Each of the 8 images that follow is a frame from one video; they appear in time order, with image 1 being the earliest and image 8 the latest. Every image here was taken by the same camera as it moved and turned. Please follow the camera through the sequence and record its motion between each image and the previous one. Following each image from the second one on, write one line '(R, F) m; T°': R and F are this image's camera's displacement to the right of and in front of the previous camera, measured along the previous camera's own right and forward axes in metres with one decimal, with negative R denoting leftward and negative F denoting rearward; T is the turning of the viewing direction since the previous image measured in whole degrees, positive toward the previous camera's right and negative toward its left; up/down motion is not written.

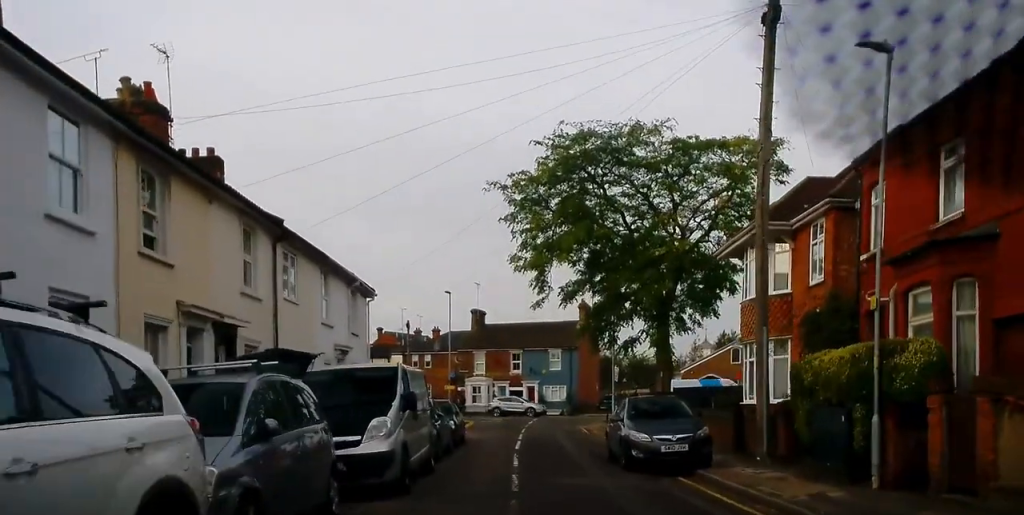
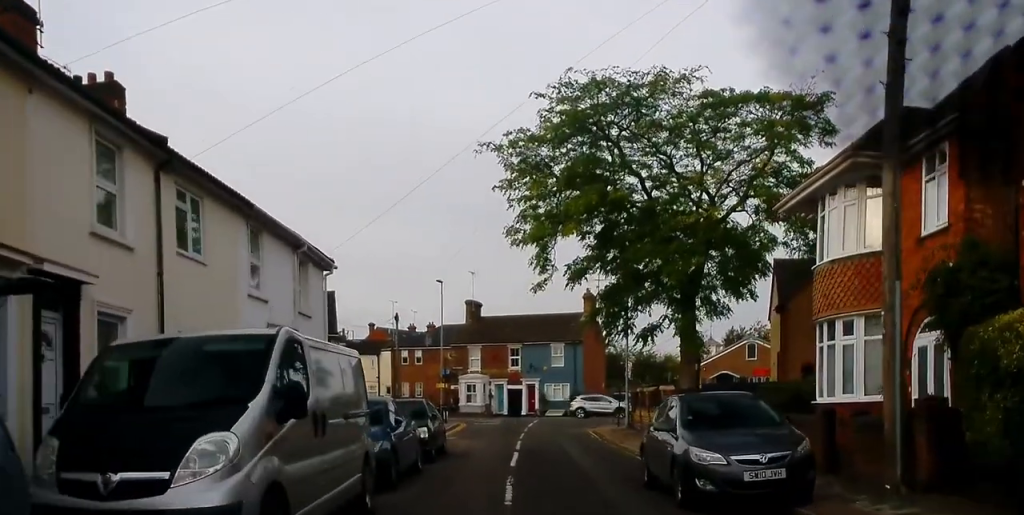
(+0.1, +5.8) m; +1°
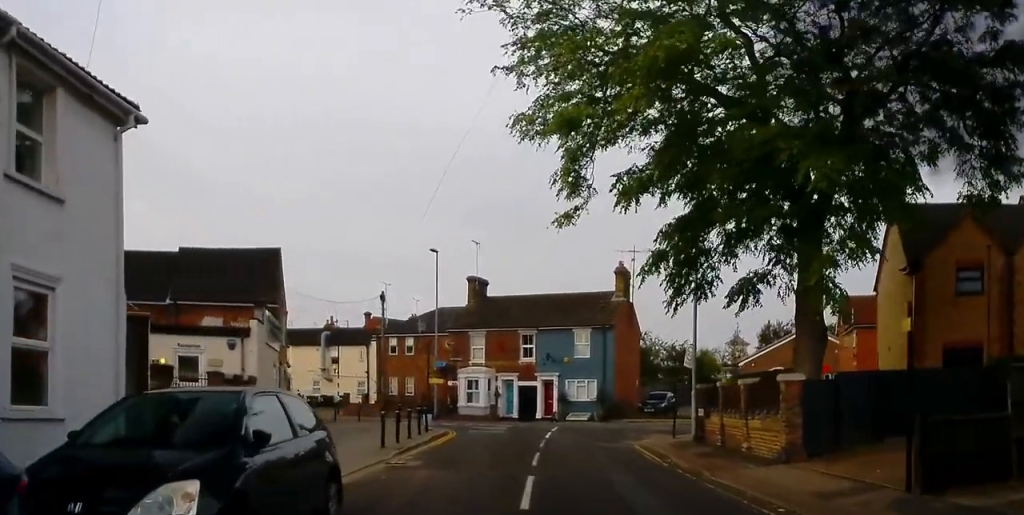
(0.0, +11.7) m; -2°
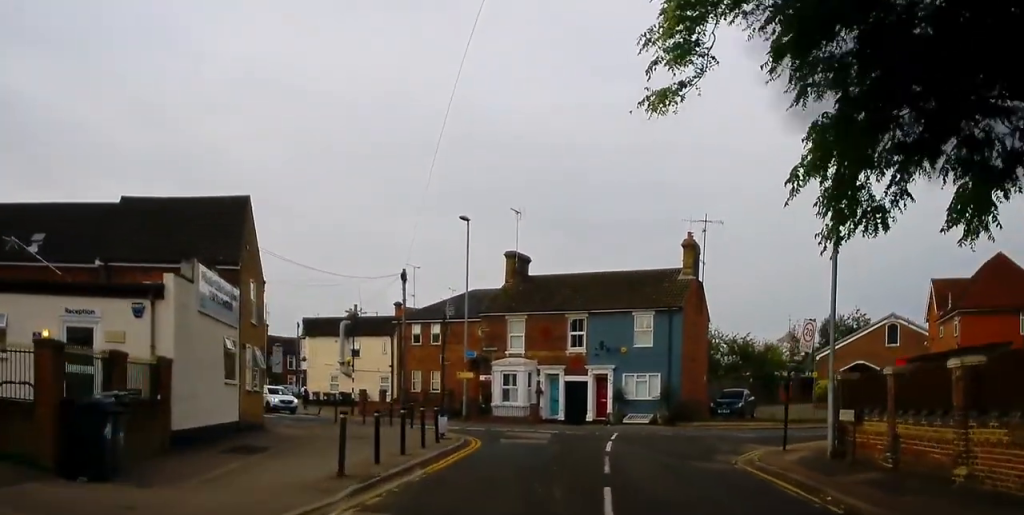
(-0.3, +8.1) m; -3°
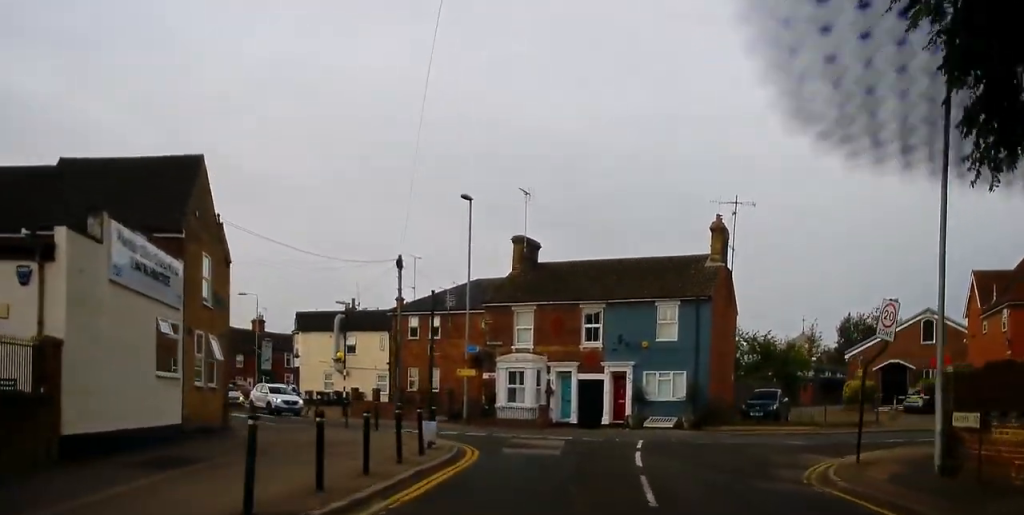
(0.0, +4.3) m; -2°
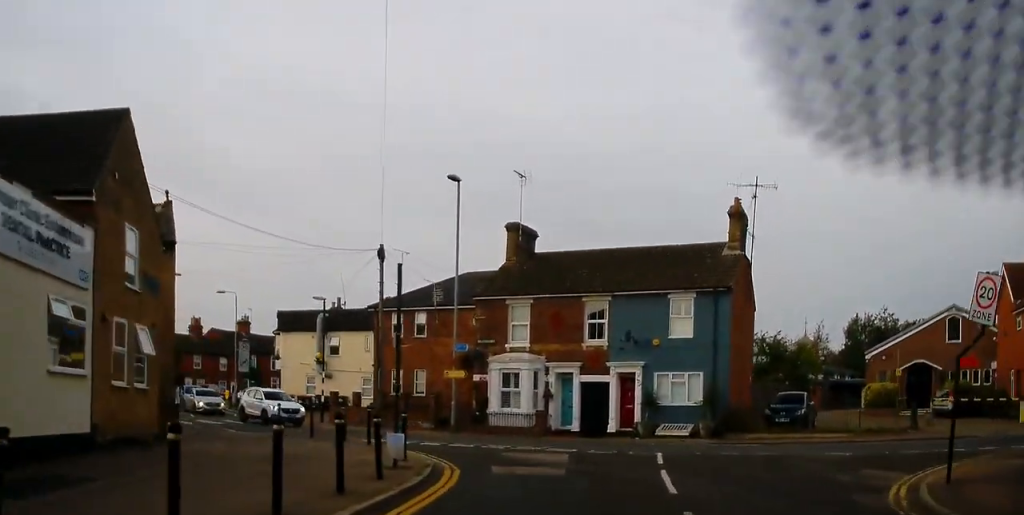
(-0.1, +3.8) m; +1°
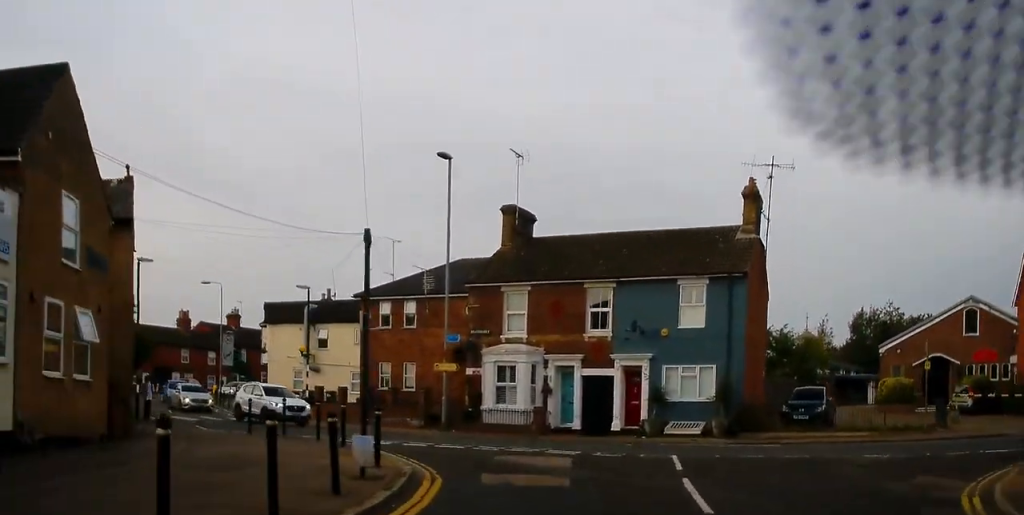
(-0.2, +2.4) m; +1°
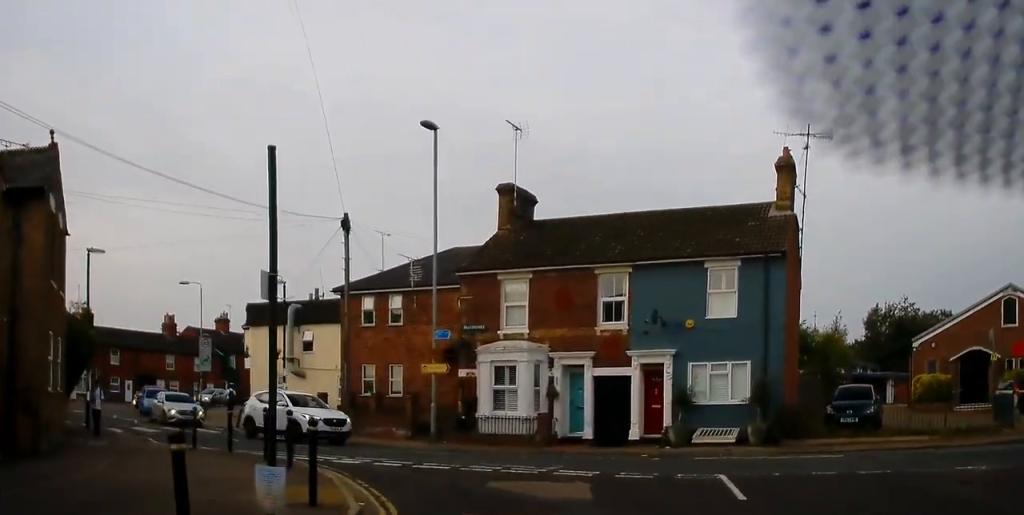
(+0.4, +3.7) m; +2°
